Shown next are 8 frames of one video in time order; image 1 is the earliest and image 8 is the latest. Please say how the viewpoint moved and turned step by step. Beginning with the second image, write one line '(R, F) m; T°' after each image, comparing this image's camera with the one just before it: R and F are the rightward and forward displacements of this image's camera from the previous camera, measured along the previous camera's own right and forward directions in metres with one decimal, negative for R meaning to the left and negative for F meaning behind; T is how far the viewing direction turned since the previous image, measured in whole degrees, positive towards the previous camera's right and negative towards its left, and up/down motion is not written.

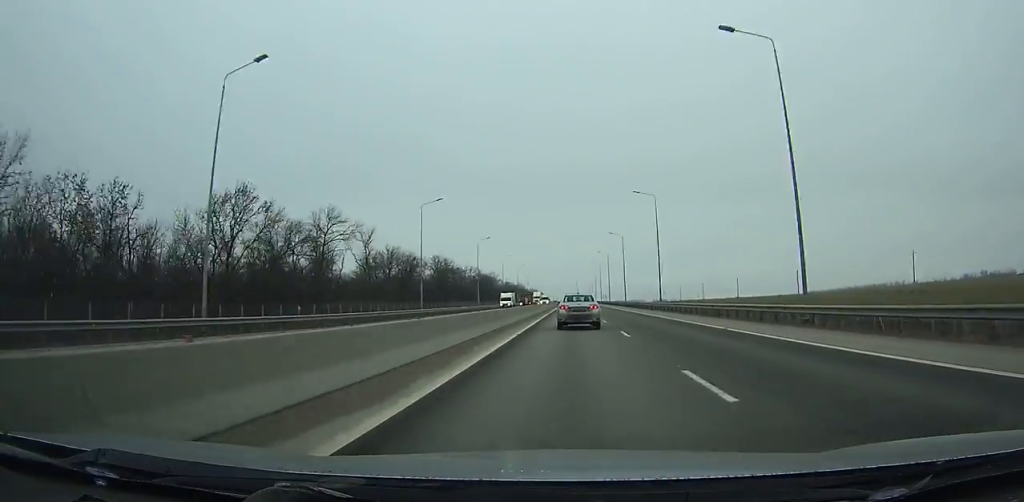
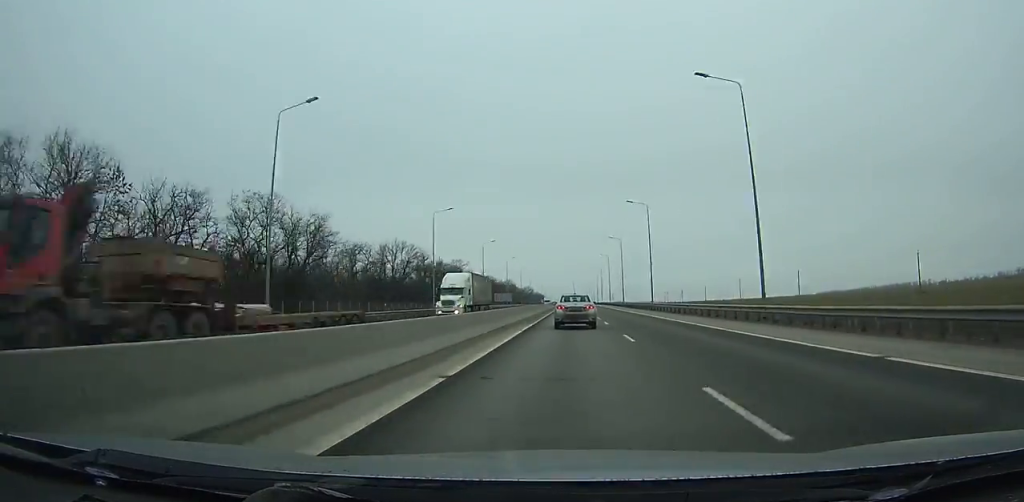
(-0.1, +74.2) m; 0°
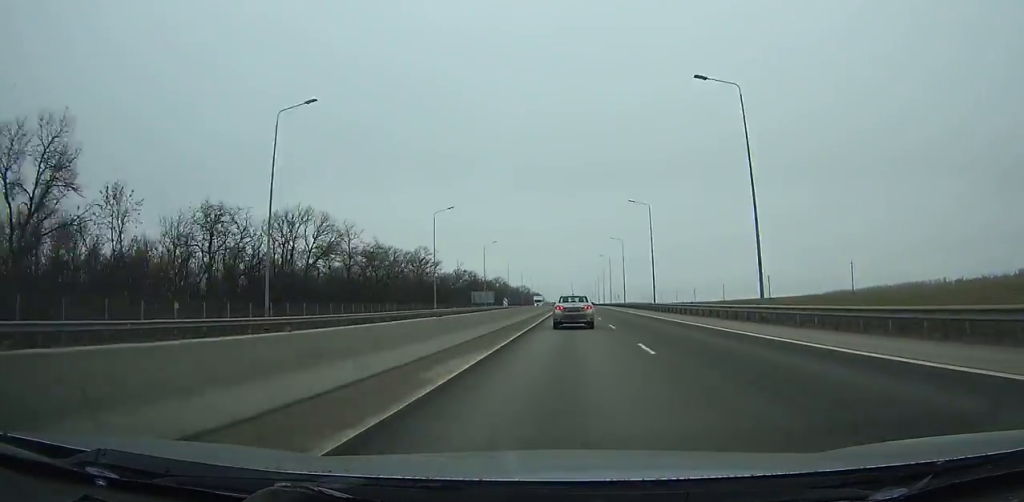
(-0.1, +40.1) m; 0°
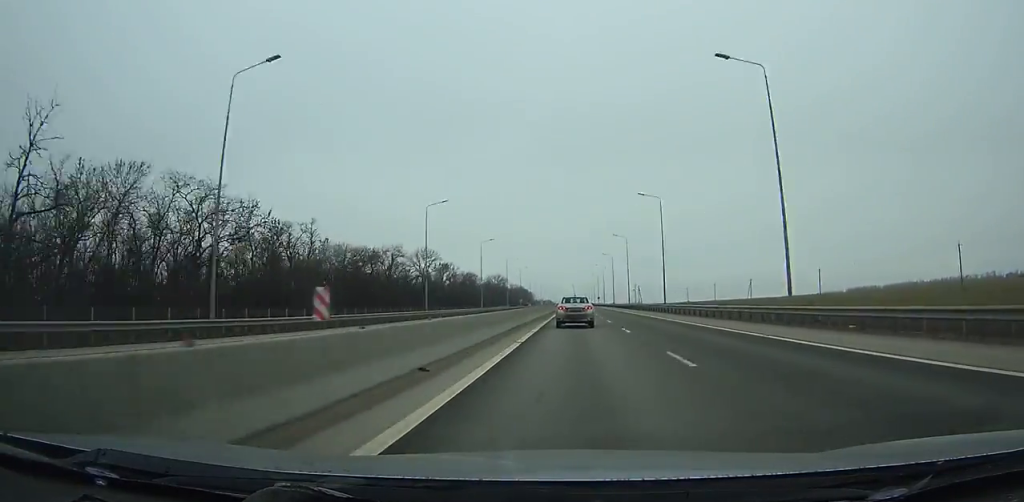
(+0.5, +122.9) m; +1°
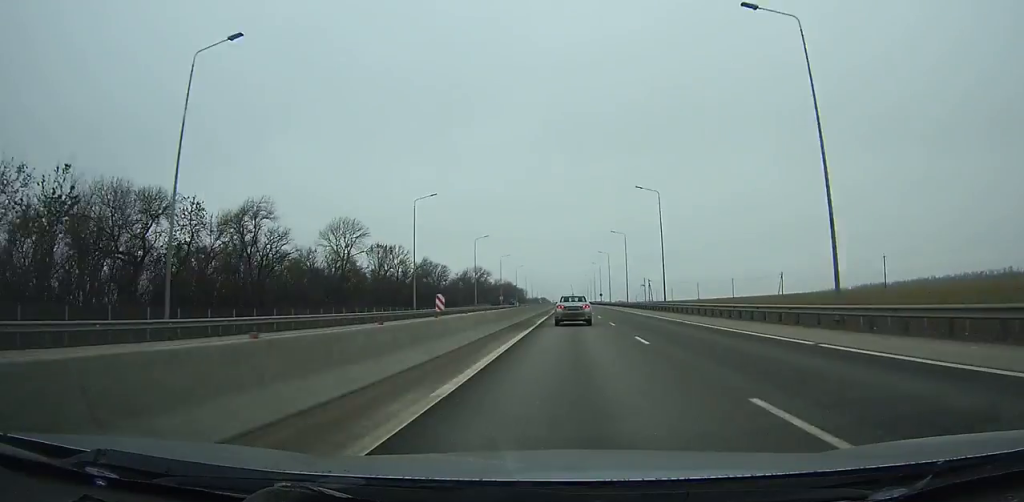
(+0.2, +43.1) m; 0°
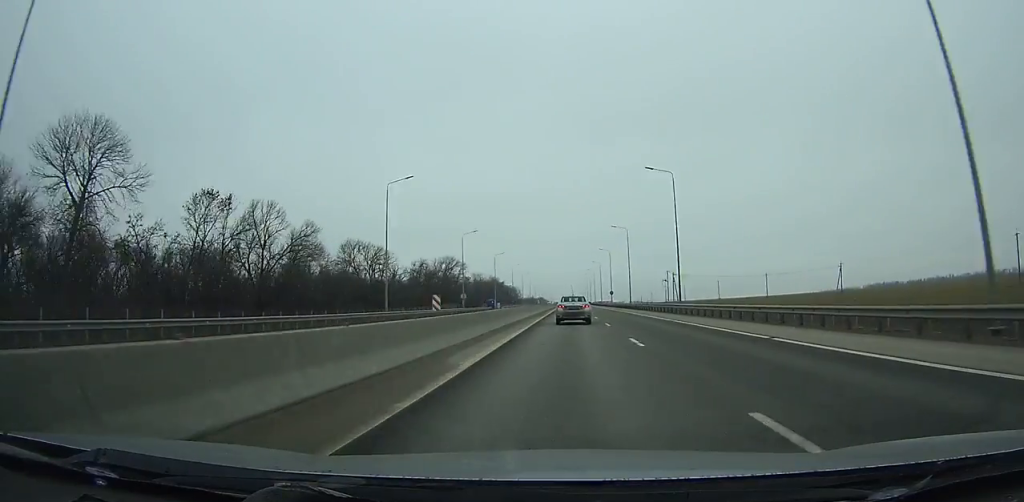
(0.0, +49.1) m; 0°
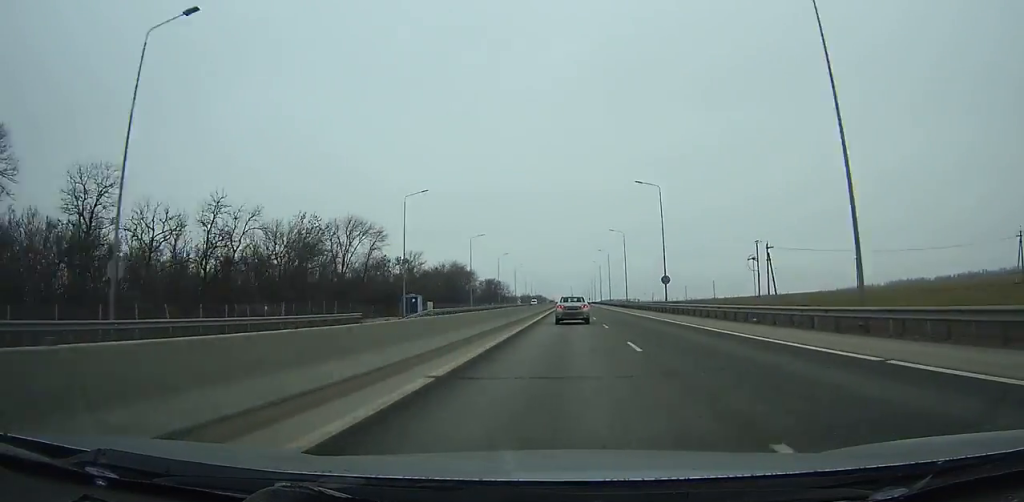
(0.0, +73.8) m; 0°
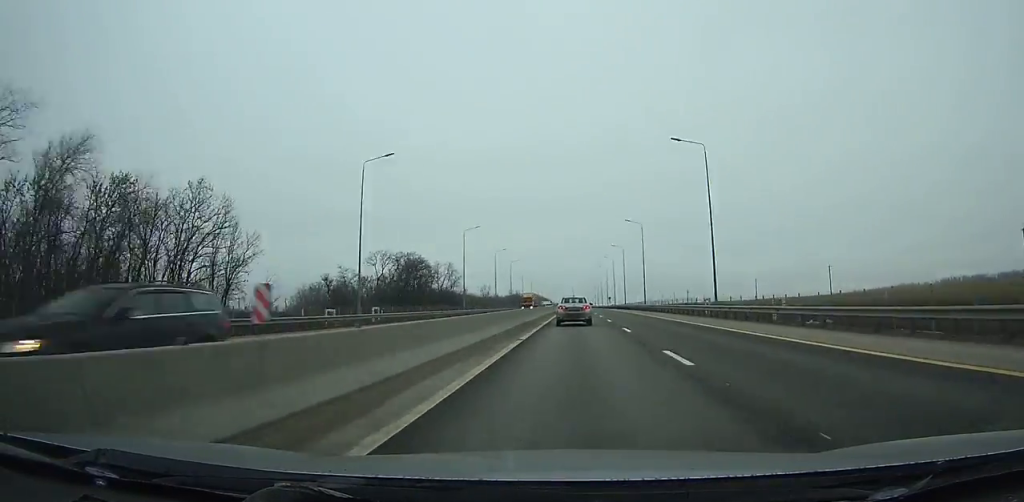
(-0.6, +135.8) m; 0°
